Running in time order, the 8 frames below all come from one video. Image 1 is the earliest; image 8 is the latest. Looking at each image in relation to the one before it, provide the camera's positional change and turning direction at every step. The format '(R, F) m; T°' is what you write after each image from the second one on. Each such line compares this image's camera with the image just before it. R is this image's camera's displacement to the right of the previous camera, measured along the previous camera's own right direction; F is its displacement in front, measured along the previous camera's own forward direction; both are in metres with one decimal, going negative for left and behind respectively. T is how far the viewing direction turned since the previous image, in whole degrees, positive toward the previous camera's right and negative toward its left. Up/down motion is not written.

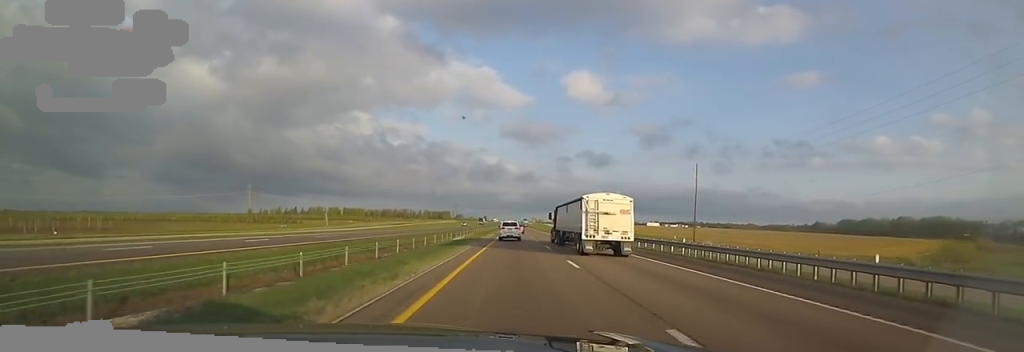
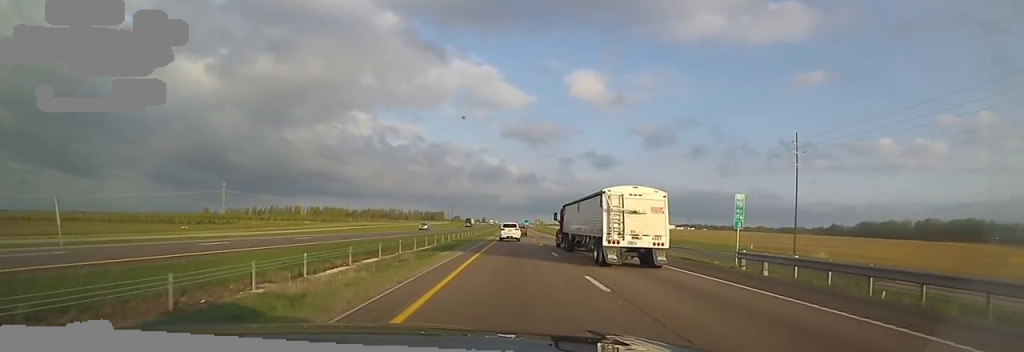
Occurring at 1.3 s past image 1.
(-0.6, +42.3) m; -1°
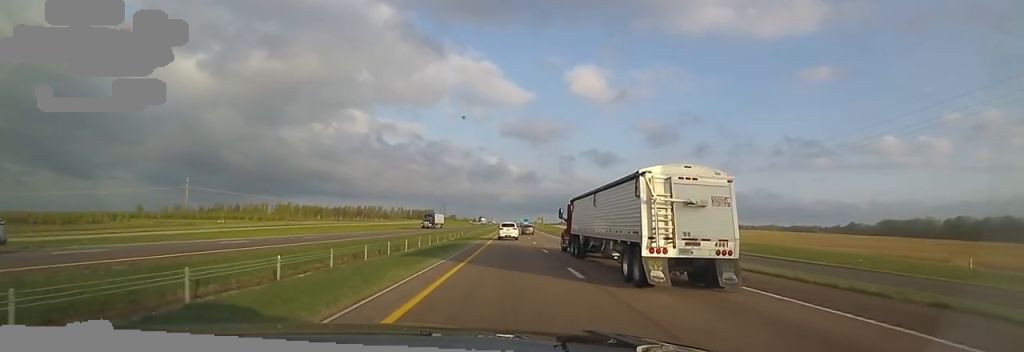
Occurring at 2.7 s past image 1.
(0.0, +46.3) m; +2°
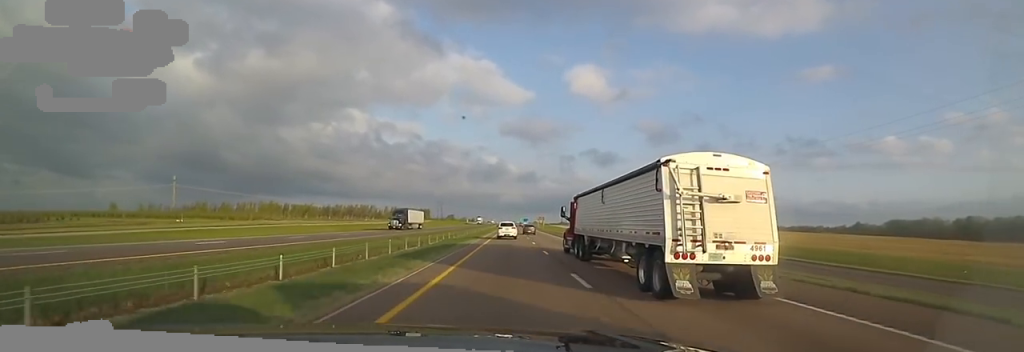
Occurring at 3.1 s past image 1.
(-0.1, +14.5) m; +1°
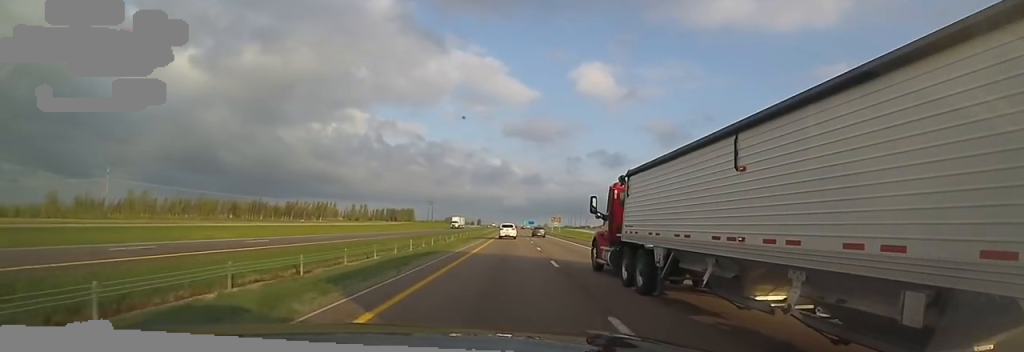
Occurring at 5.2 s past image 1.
(-0.5, +68.0) m; -3°
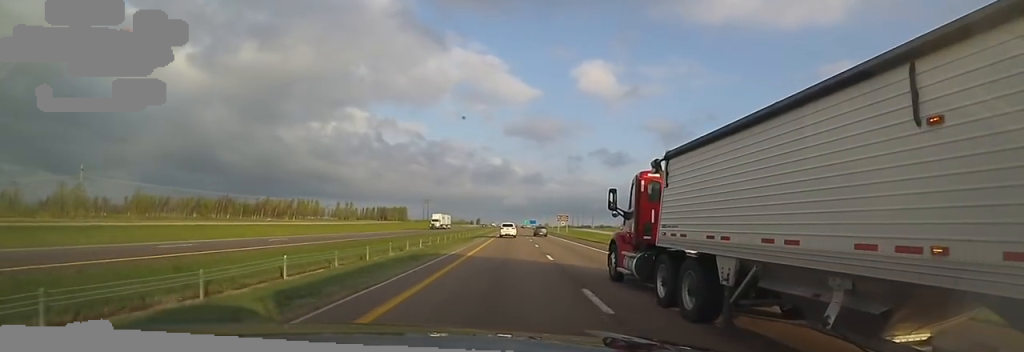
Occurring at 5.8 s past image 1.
(+0.1, +21.0) m; 0°
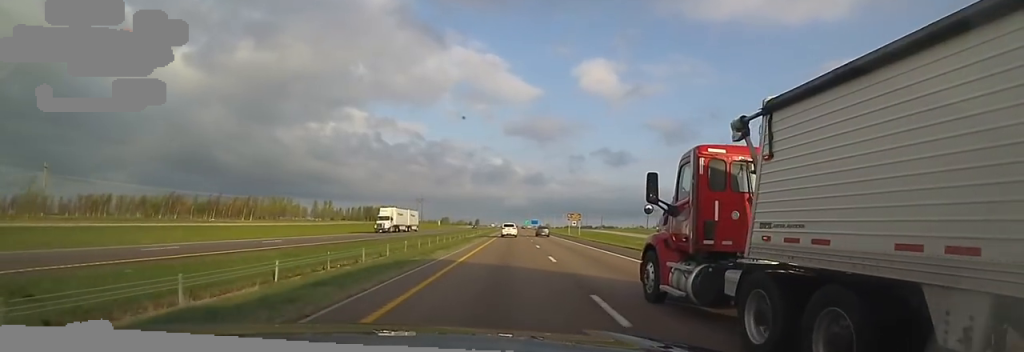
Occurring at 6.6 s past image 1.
(0.0, +25.6) m; 0°
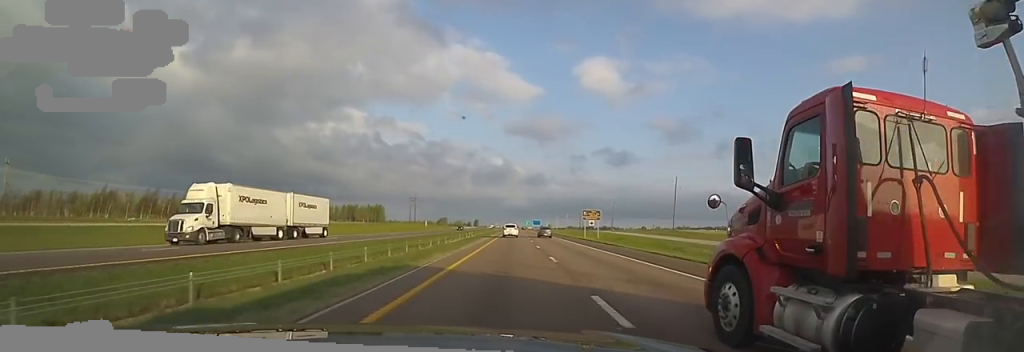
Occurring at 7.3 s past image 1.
(0.0, +24.5) m; +1°
